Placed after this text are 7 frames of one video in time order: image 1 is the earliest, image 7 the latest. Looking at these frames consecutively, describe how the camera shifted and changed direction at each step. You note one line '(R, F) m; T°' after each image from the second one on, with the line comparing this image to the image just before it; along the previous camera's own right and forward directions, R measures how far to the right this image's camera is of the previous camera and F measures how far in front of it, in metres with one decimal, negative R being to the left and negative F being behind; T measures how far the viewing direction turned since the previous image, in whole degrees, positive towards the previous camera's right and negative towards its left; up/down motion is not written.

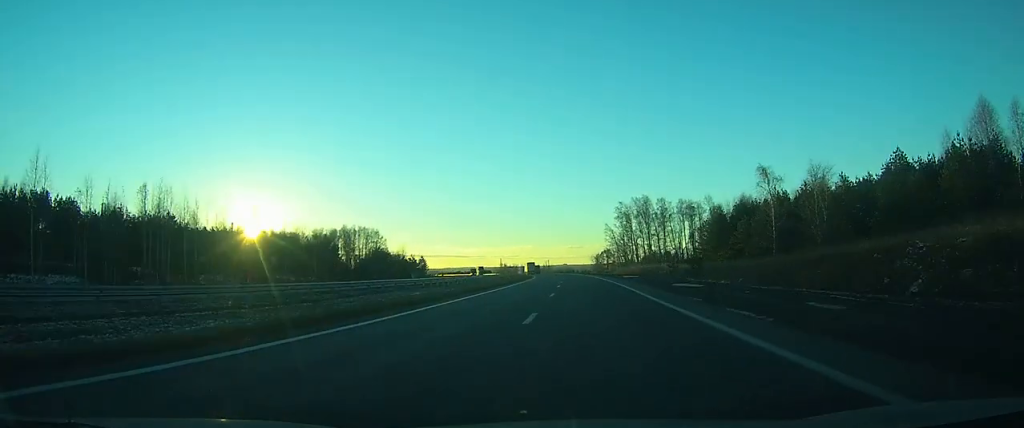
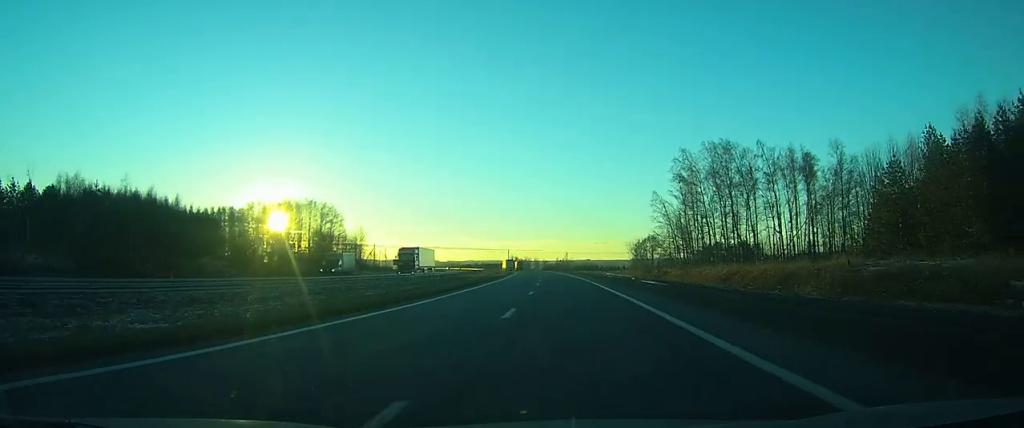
(-1.3, +80.9) m; -3°
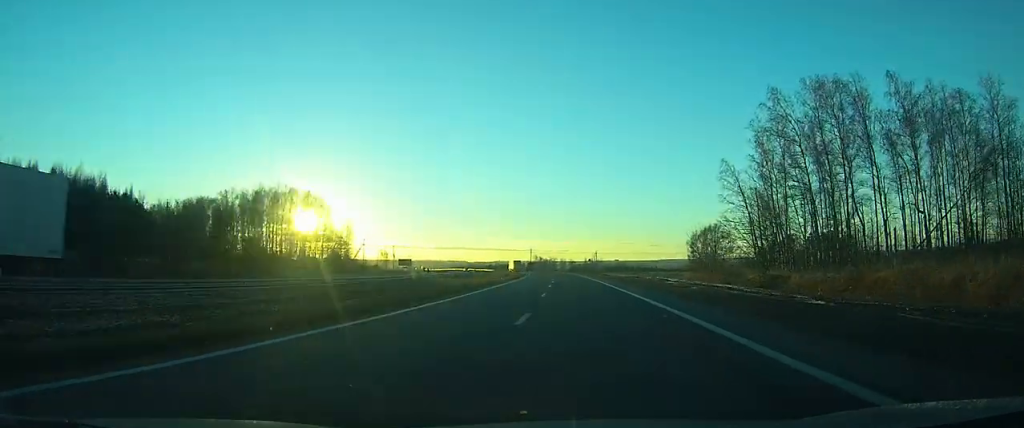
(-0.5, +37.6) m; -2°
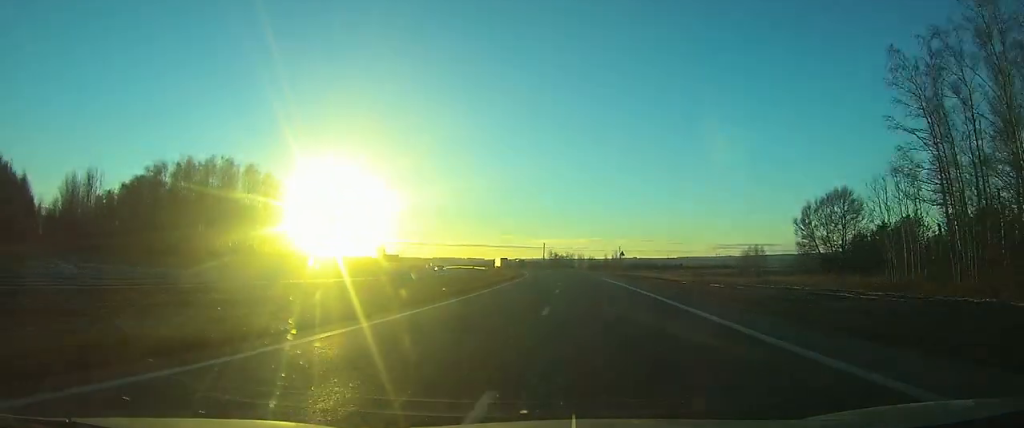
(-0.8, +48.3) m; -2°
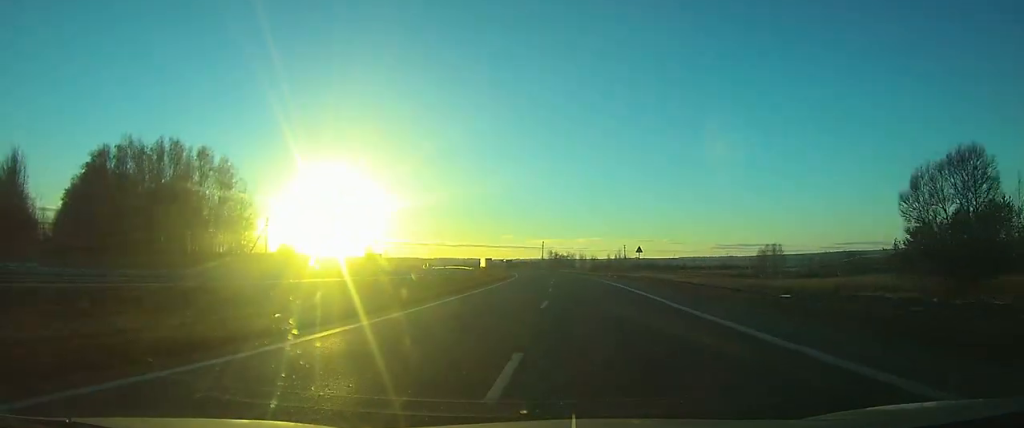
(-0.2, +22.6) m; -1°
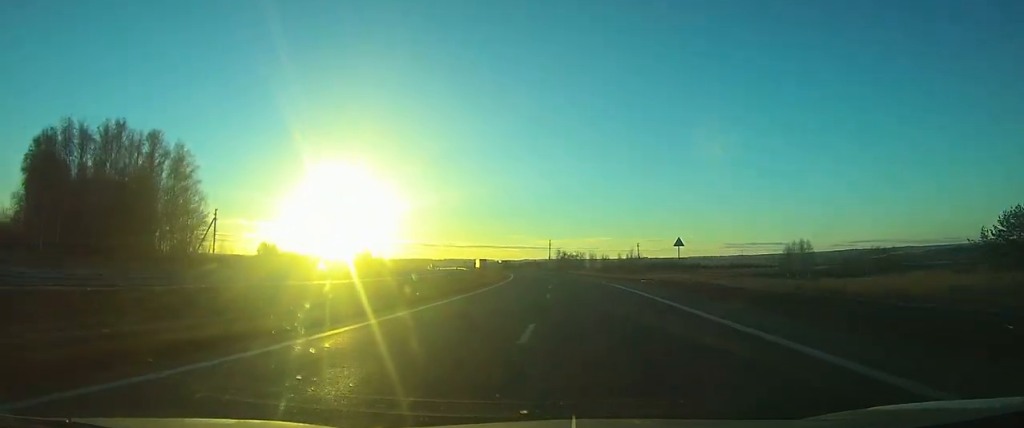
(-0.1, +20.7) m; -1°
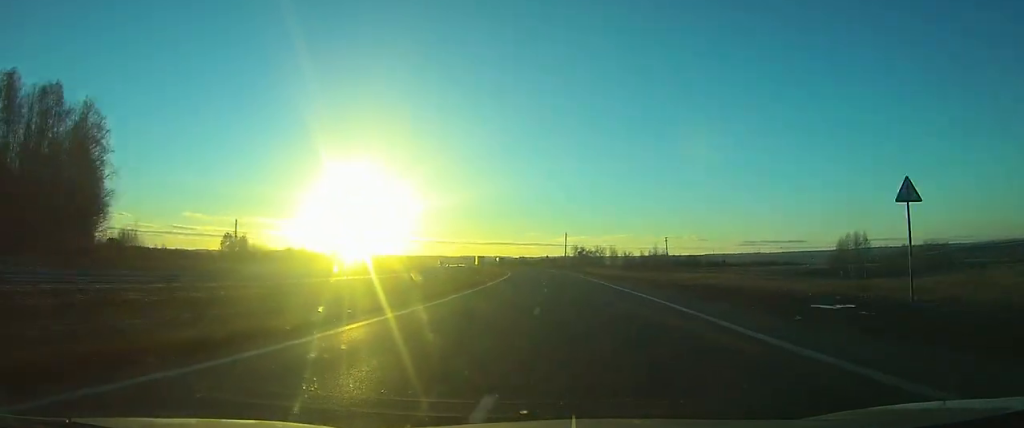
(-0.3, +31.1) m; -2°
